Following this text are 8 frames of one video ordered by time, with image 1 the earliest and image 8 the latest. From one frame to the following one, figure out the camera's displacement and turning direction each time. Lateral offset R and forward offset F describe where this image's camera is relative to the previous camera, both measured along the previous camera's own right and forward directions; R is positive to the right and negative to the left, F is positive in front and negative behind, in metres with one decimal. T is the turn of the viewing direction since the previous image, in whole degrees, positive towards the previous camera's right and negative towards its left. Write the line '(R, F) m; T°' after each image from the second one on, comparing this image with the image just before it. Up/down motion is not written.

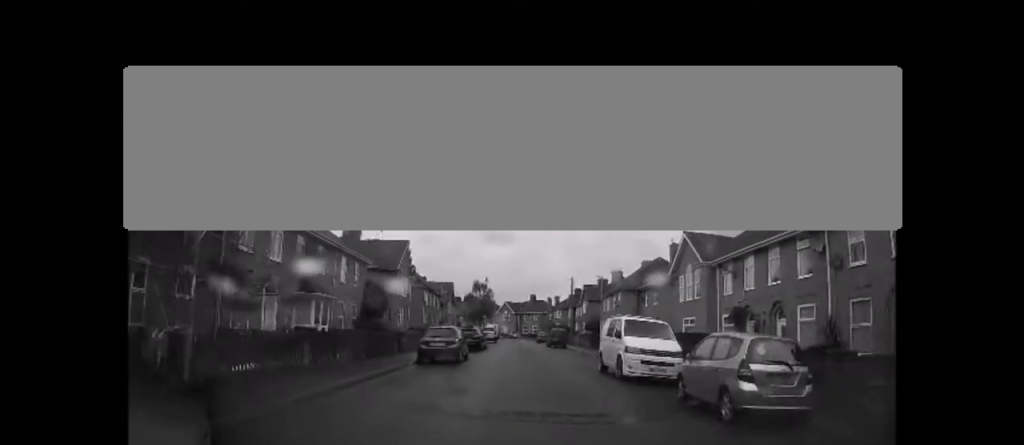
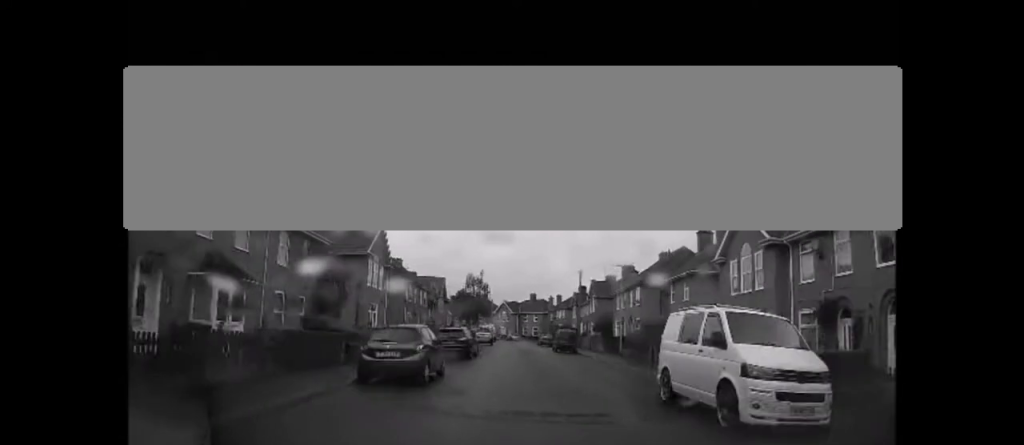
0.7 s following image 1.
(0.0, +7.5) m; 0°
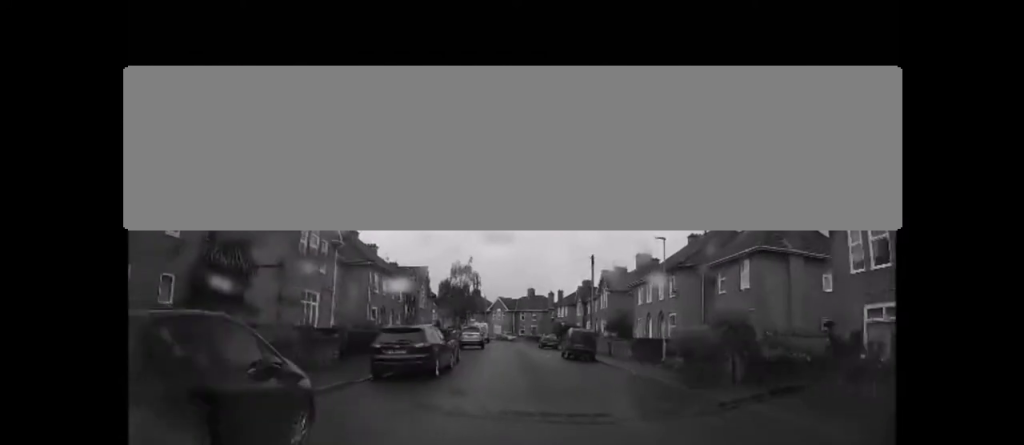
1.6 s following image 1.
(0.0, +9.7) m; 0°
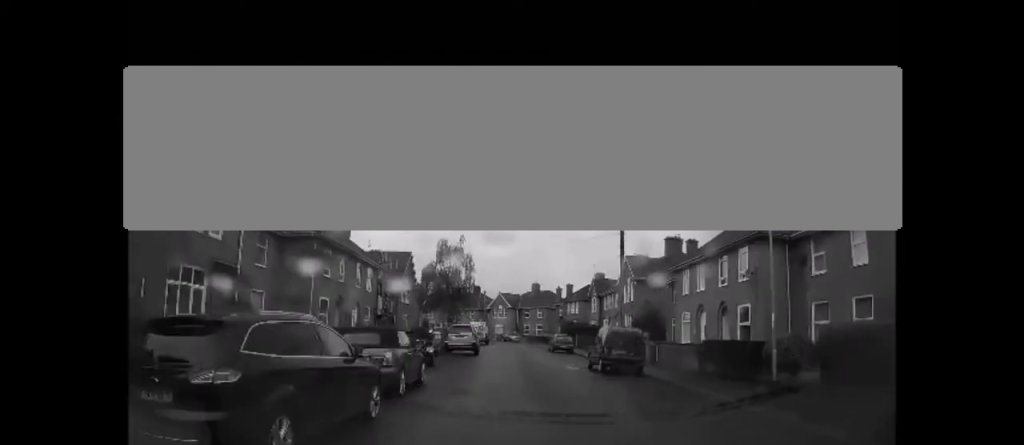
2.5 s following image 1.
(0.0, +9.7) m; 0°
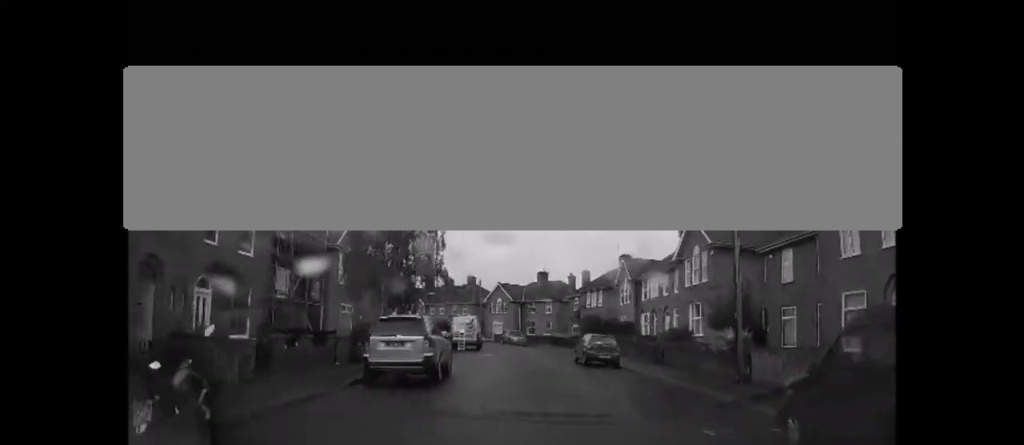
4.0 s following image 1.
(0.0, +15.5) m; +1°
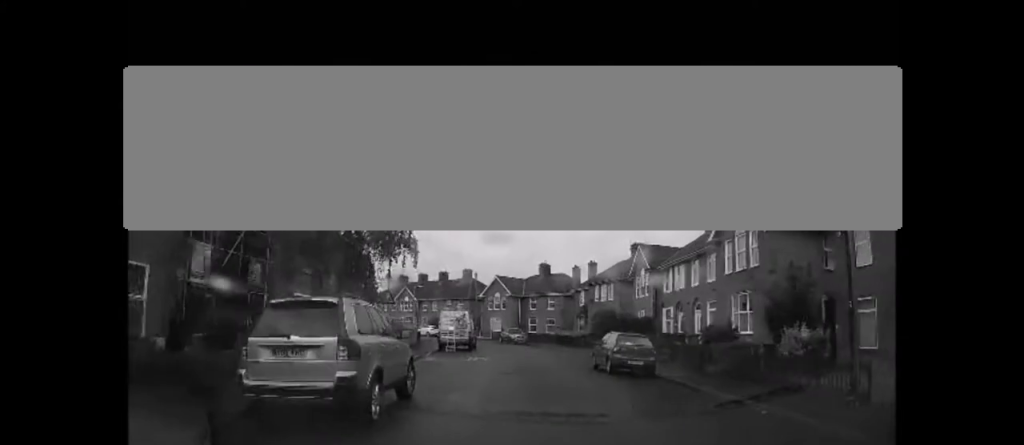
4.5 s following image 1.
(+0.1, +5.8) m; 0°
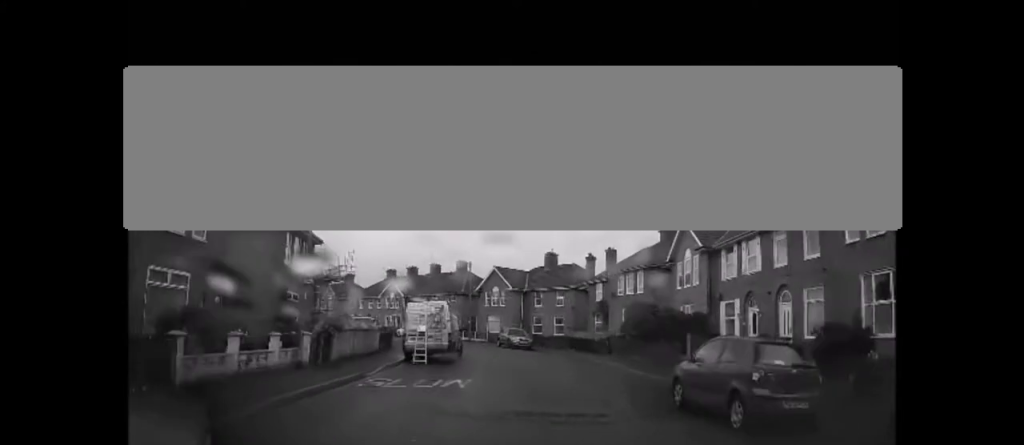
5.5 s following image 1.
(0.0, +9.6) m; 0°
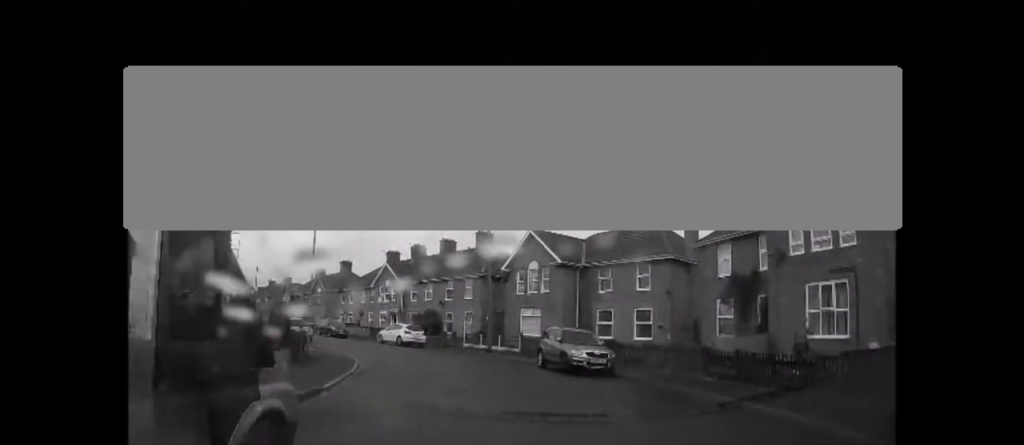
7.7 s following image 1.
(-0.6, +19.8) m; -9°
